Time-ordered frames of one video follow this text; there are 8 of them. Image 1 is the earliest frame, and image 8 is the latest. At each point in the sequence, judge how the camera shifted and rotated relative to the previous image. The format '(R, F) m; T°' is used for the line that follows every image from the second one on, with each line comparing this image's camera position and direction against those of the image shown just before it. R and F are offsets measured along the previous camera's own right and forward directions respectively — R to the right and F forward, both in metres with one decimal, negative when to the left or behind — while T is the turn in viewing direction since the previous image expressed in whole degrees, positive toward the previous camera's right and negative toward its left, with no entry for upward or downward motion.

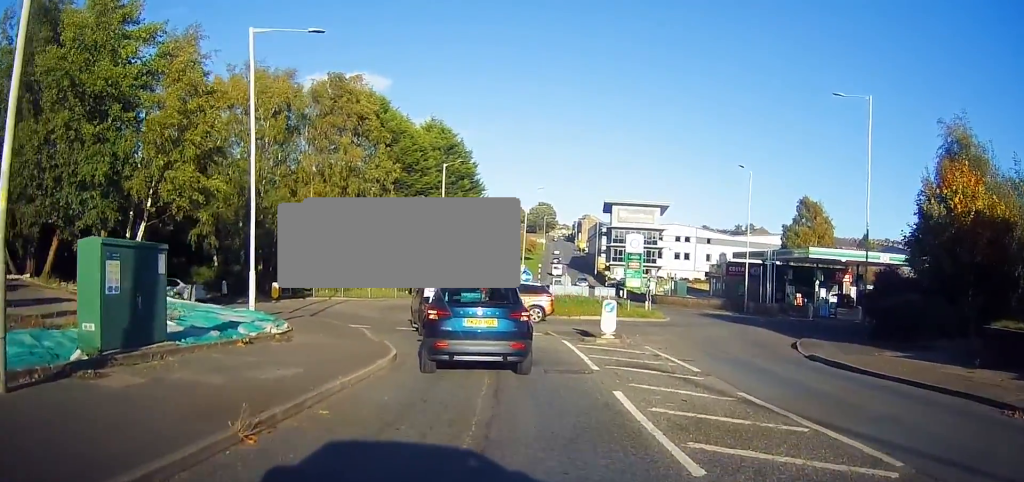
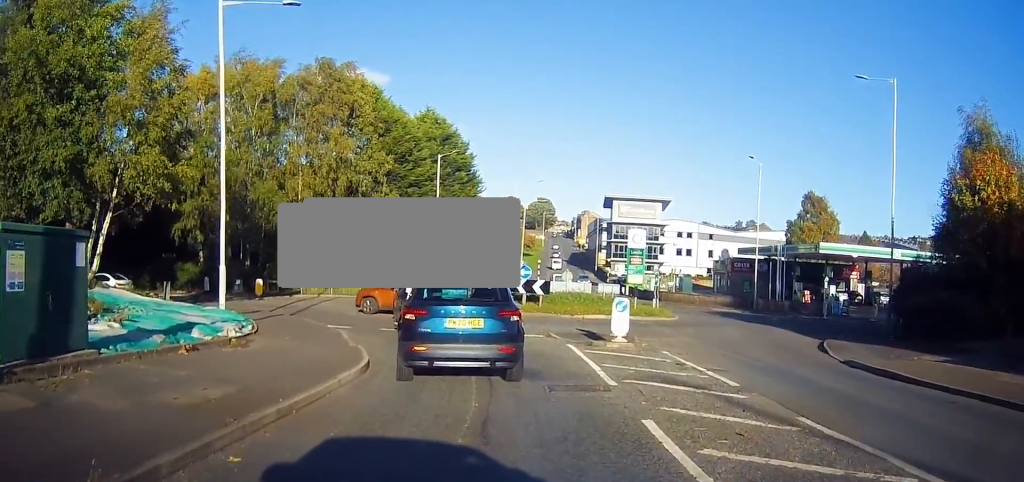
(0.0, +2.2) m; -5°
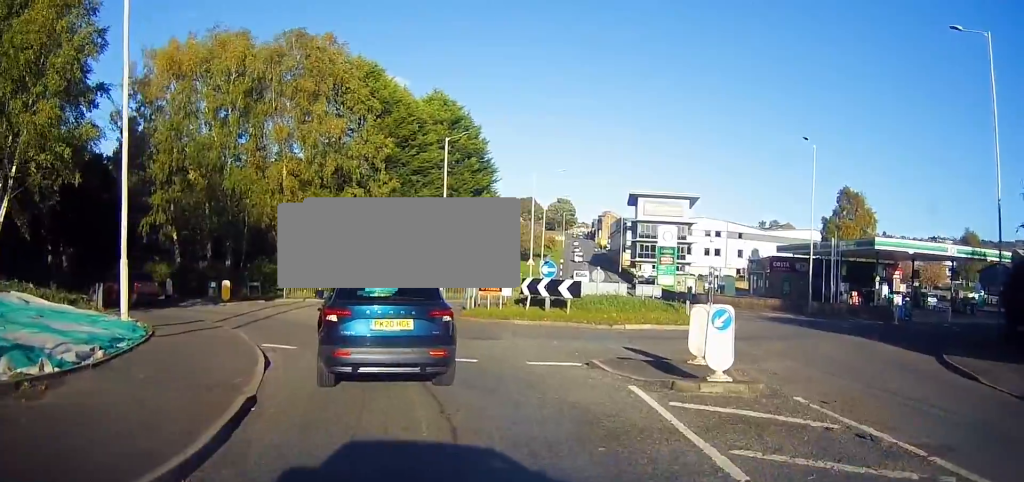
(-0.3, +6.8) m; -1°
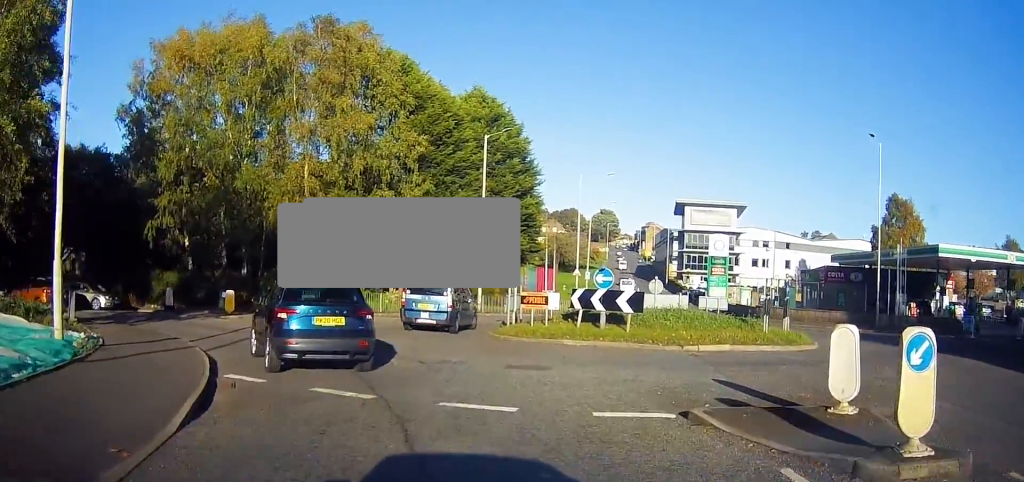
(-0.1, +4.1) m; -5°
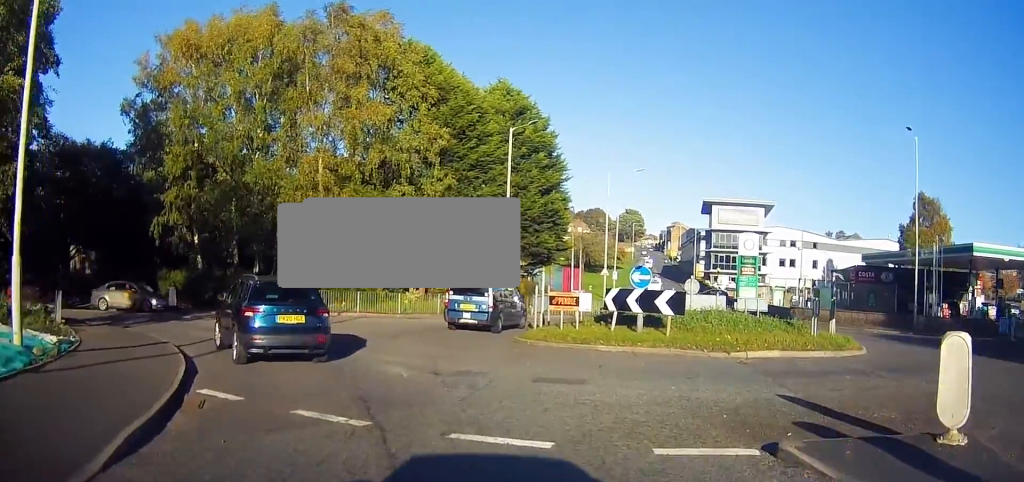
(0.0, +1.9) m; -2°
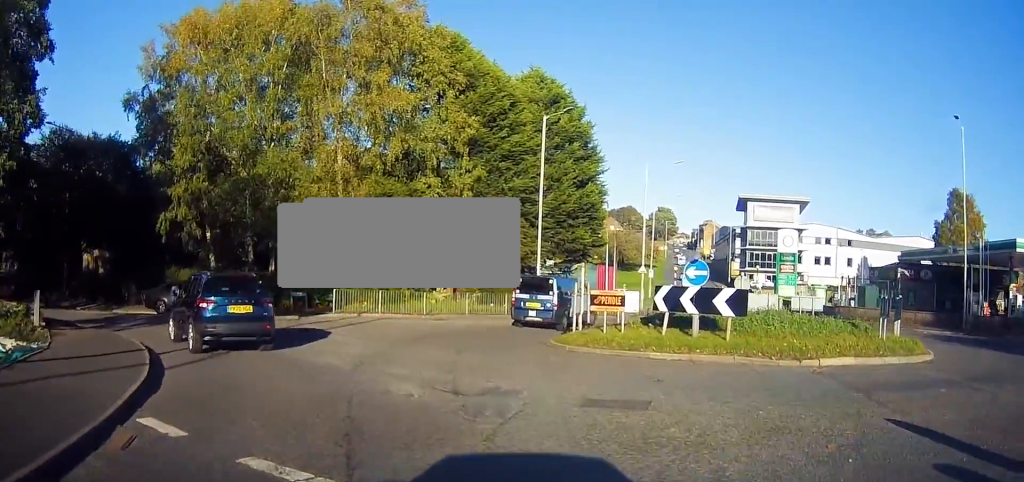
(-0.1, +2.4) m; -2°
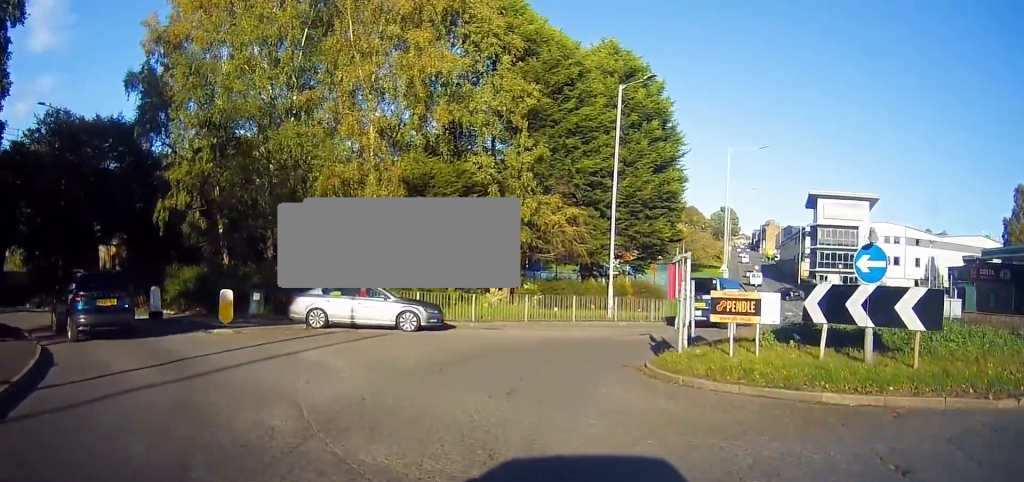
(-0.1, +5.4) m; 0°
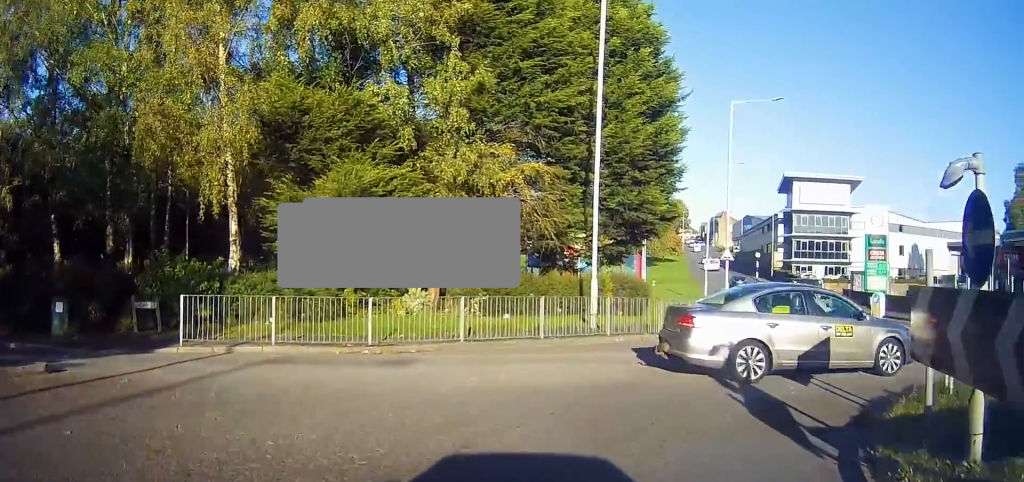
(+0.6, +10.0) m; +11°
